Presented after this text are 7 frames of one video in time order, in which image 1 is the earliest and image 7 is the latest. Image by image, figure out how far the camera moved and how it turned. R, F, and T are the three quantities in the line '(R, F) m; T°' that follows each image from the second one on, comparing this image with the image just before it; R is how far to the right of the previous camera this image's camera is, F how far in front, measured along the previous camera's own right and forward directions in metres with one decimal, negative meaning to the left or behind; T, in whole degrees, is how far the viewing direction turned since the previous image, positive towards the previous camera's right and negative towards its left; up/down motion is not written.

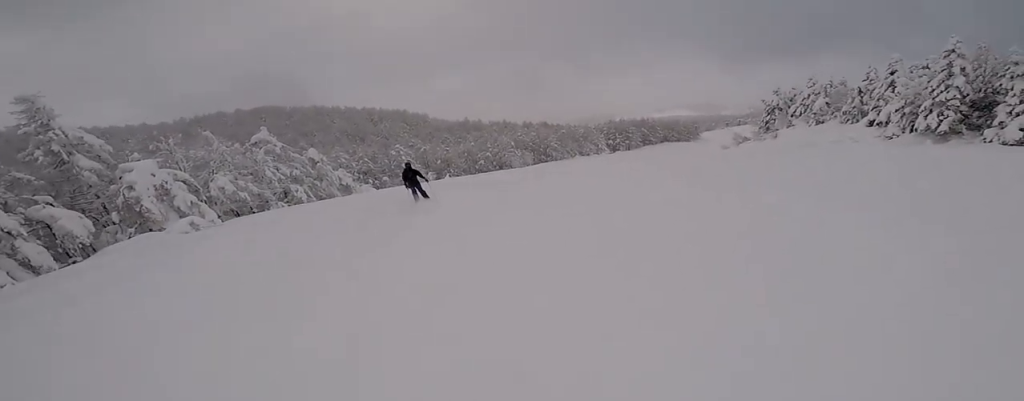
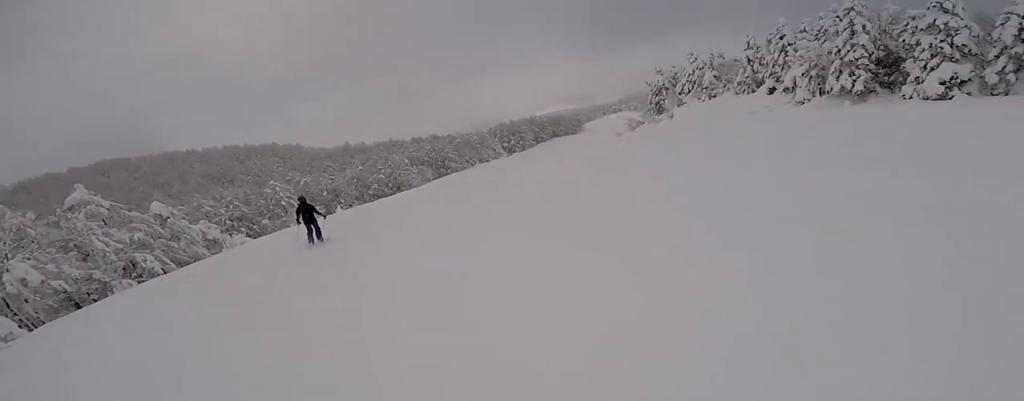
(+0.7, +5.4) m; +9°
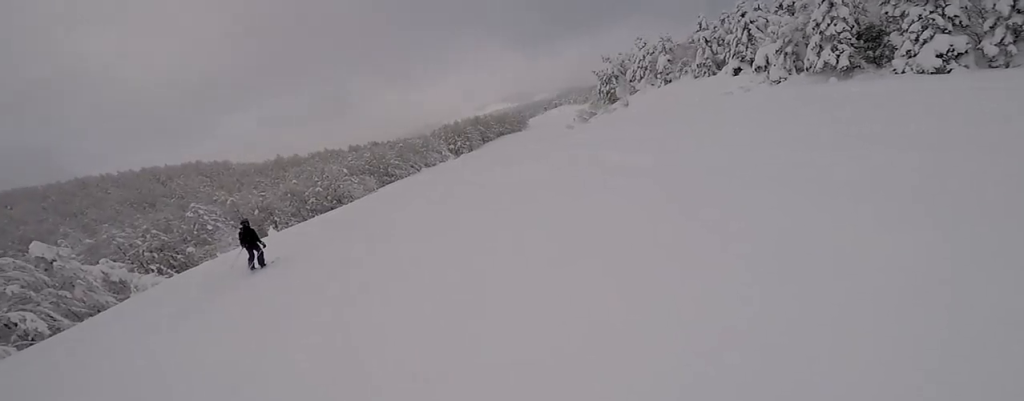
(+0.4, +4.8) m; +9°
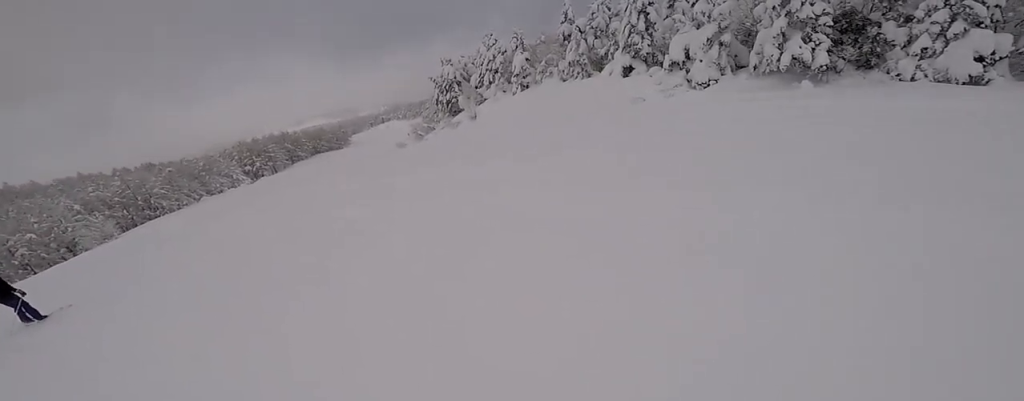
(+4.6, +13.0) m; +28°
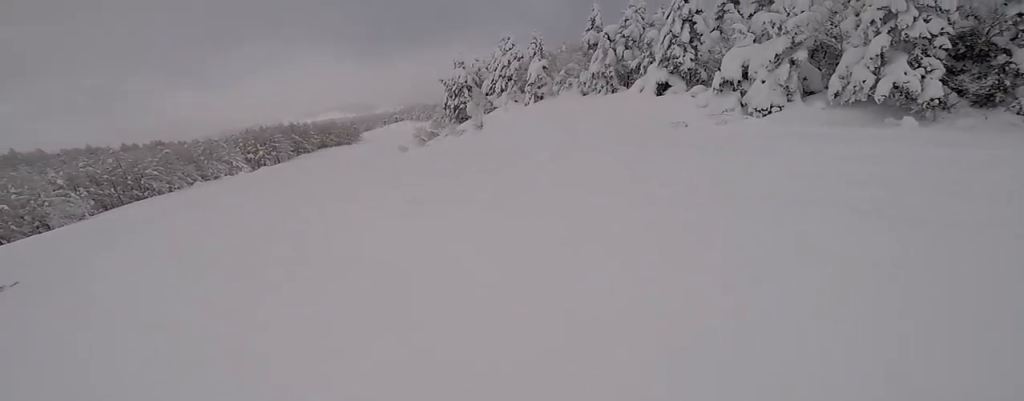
(-0.4, +4.8) m; -9°
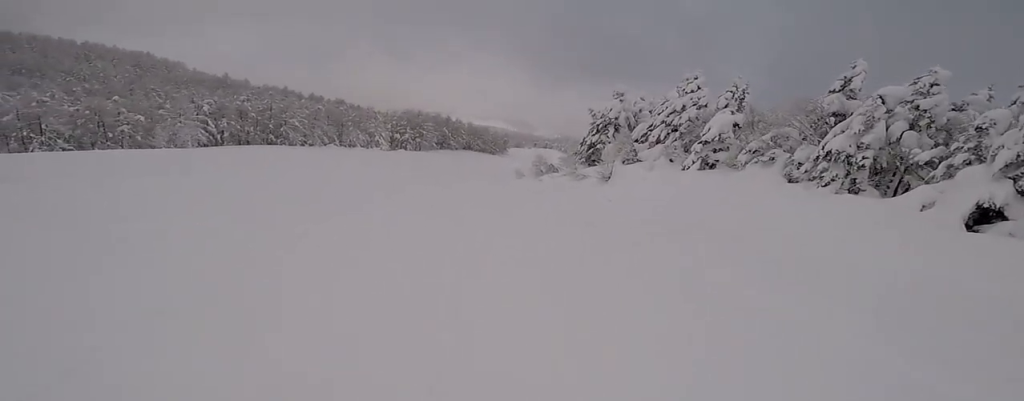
(-2.5, +10.9) m; -28°
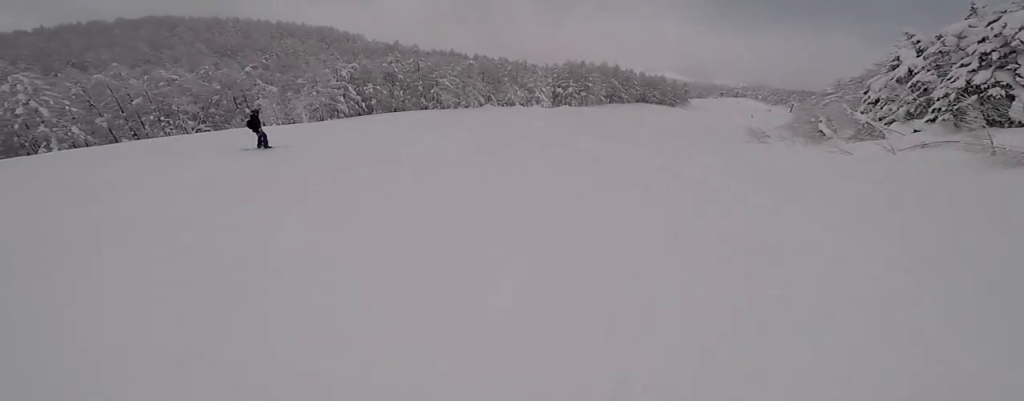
(-3.8, +18.3) m; -12°
